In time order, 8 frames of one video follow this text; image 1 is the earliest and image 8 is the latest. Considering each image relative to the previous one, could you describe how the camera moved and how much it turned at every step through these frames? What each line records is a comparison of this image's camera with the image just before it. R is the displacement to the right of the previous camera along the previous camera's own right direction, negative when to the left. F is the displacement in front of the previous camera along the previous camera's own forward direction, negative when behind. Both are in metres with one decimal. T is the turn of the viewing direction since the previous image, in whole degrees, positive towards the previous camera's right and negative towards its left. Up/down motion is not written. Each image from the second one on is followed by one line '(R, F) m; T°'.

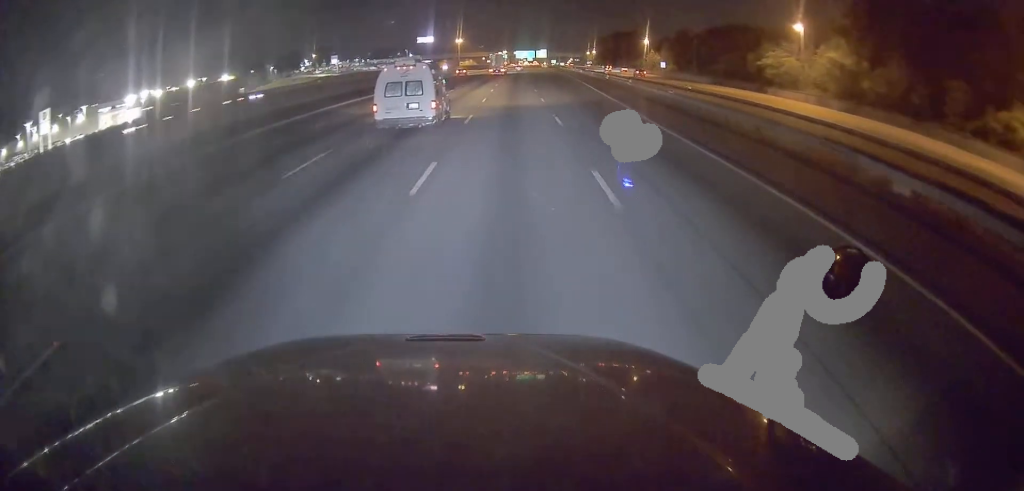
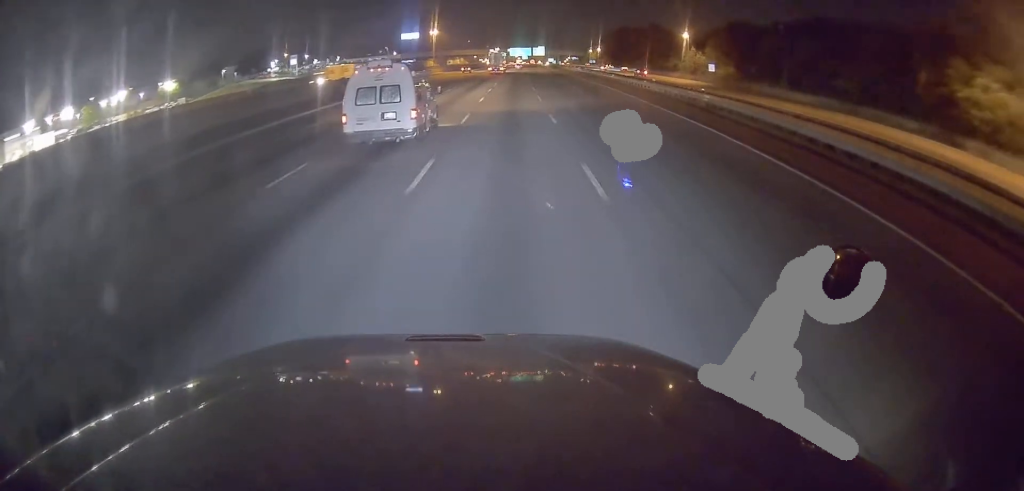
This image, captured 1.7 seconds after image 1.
(+0.3, +48.2) m; +1°
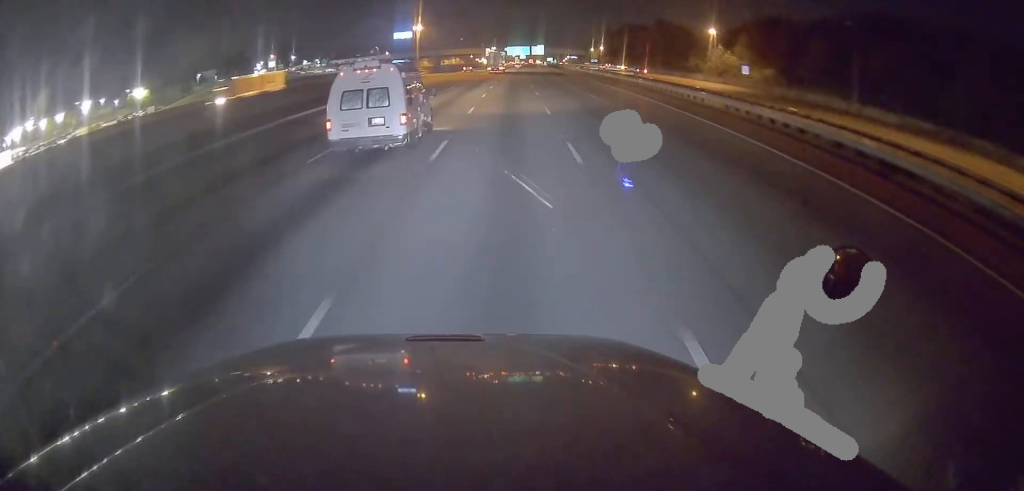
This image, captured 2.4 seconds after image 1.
(0.0, +20.5) m; 0°
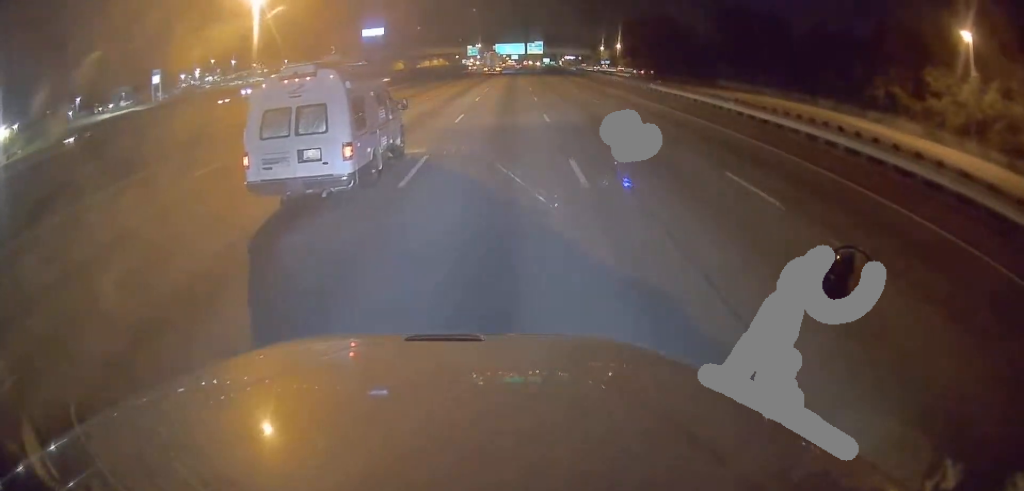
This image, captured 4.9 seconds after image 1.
(+1.6, +73.2) m; +2°
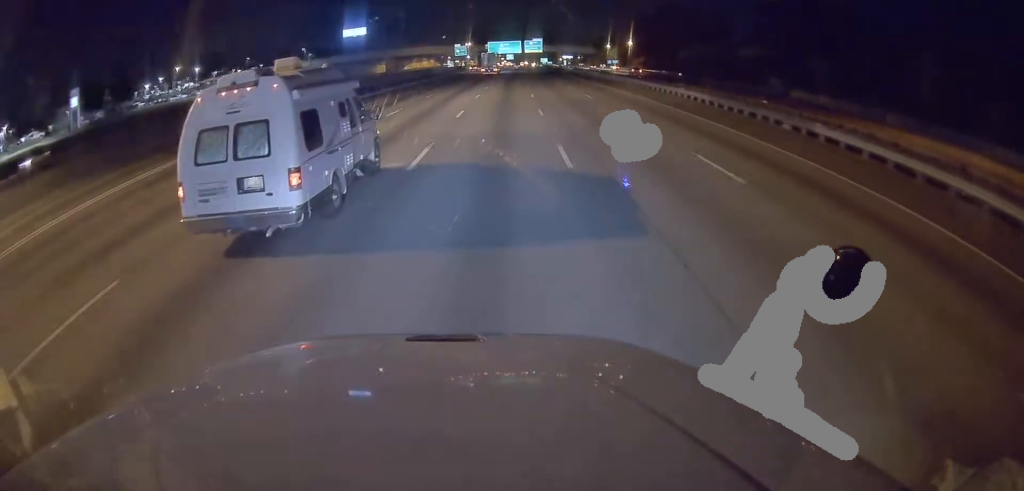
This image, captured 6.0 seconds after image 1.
(-0.3, +34.2) m; 0°
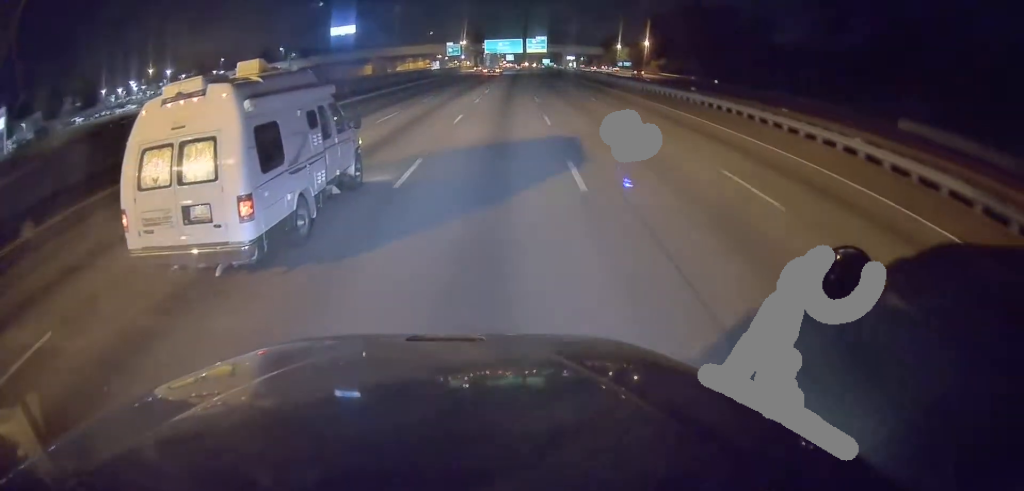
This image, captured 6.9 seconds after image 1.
(+0.3, +25.9) m; 0°
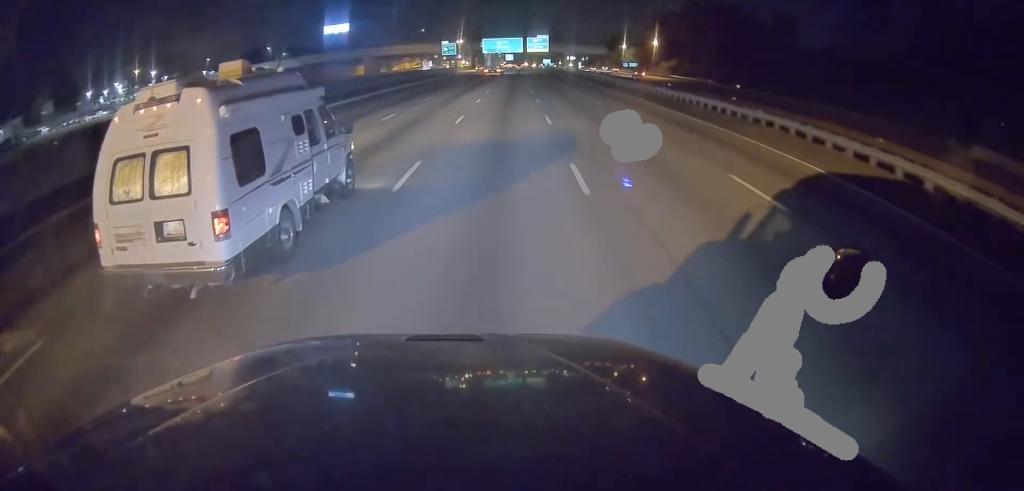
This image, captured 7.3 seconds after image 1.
(-0.1, +12.2) m; 0°
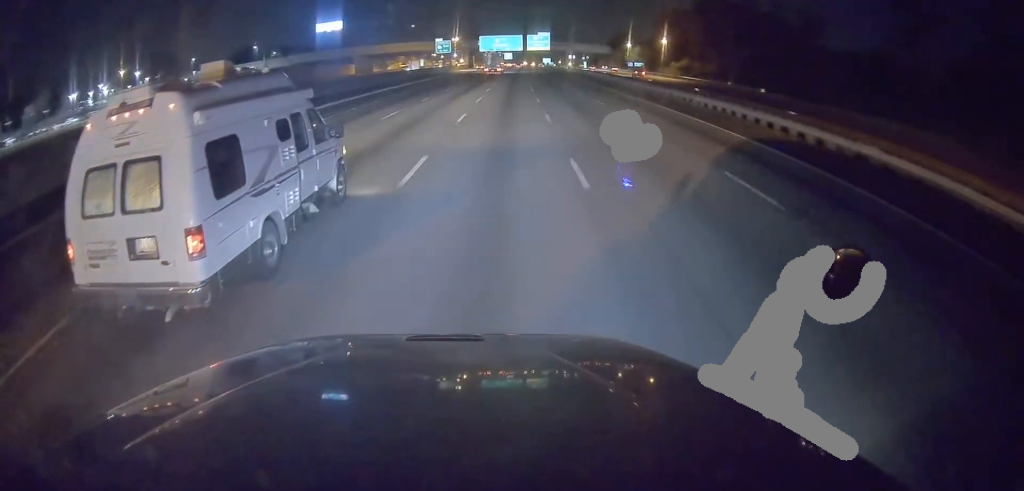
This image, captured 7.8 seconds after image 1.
(-0.1, +12.7) m; 0°
